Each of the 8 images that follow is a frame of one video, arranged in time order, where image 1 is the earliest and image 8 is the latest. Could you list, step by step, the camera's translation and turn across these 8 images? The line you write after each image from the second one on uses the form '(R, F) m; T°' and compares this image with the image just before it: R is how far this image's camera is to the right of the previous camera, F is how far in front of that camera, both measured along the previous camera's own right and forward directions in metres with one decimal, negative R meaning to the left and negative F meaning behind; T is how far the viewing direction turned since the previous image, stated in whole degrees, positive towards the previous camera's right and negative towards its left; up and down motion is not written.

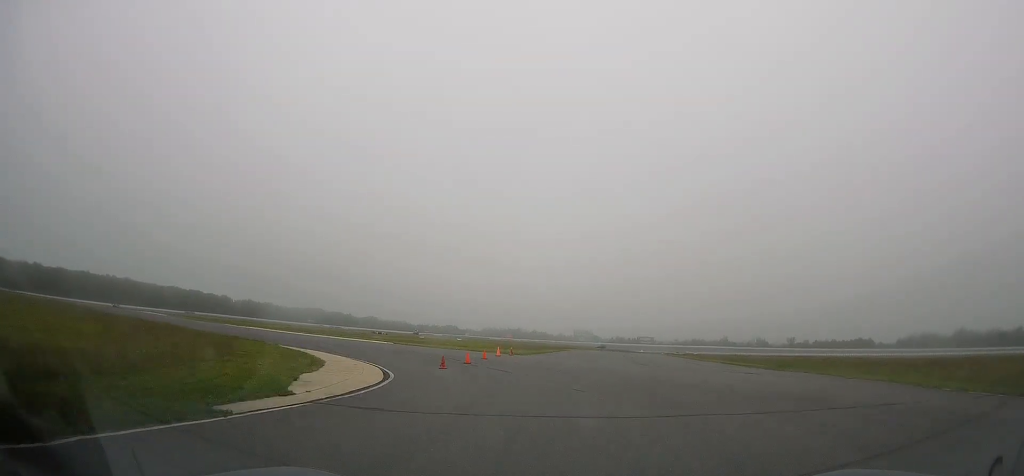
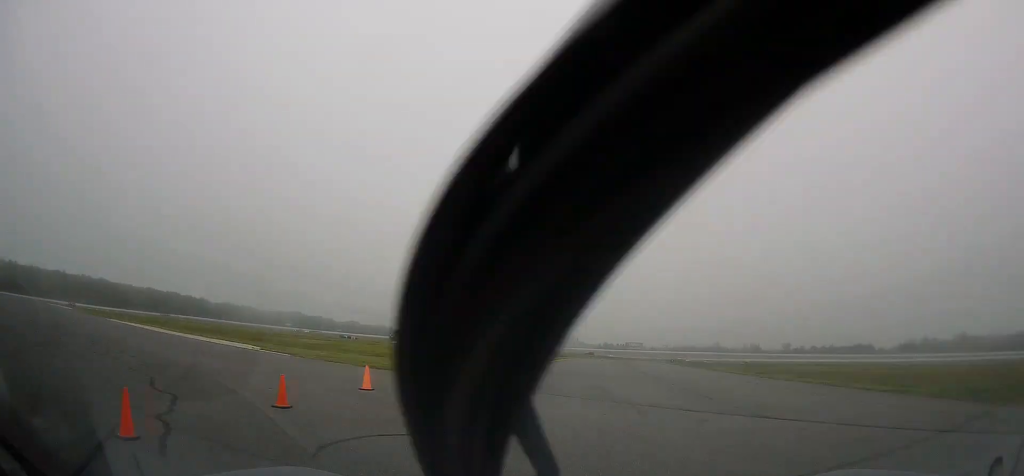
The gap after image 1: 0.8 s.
(+0.3, +18.2) m; +2°
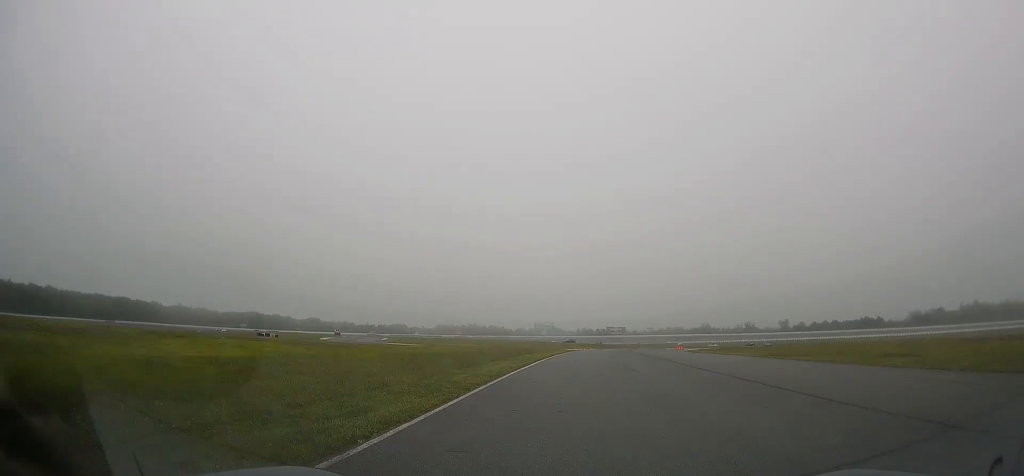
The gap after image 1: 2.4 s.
(+0.9, +43.3) m; +2°
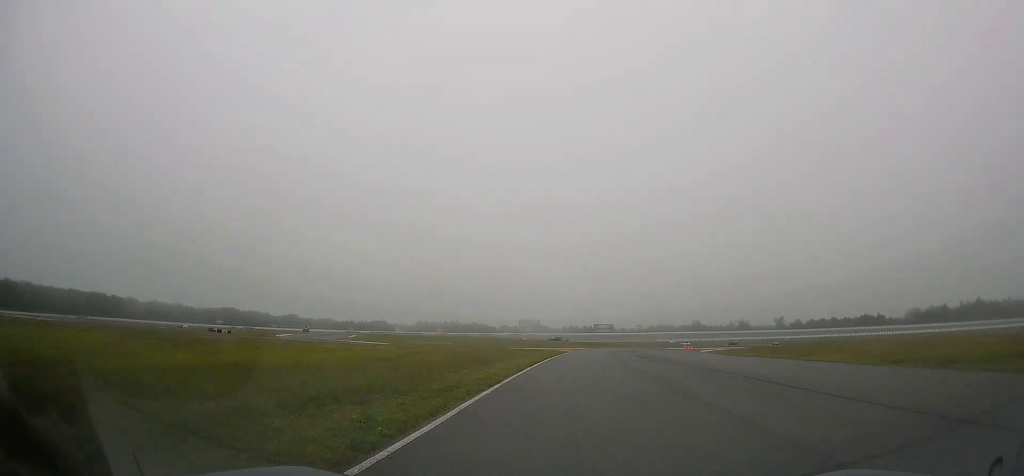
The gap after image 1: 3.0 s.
(+0.3, +18.0) m; +1°
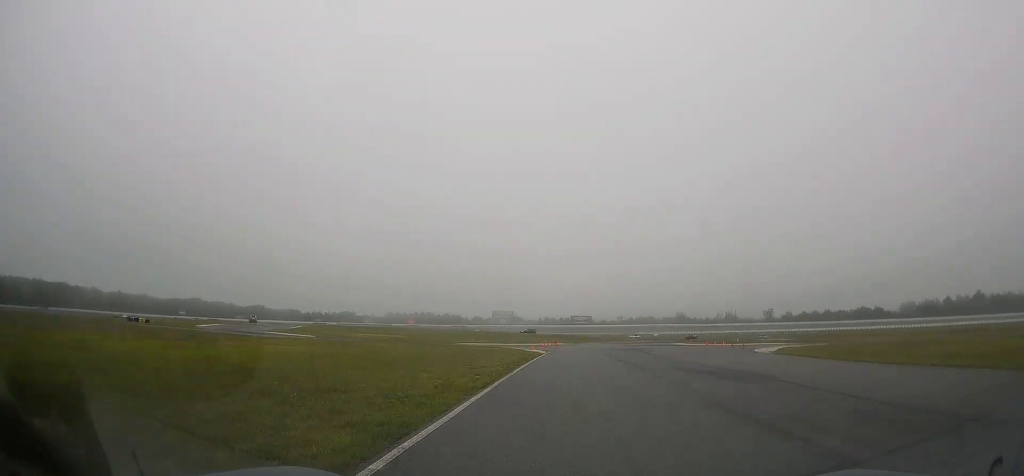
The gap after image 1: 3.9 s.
(+0.4, +24.9) m; +2°
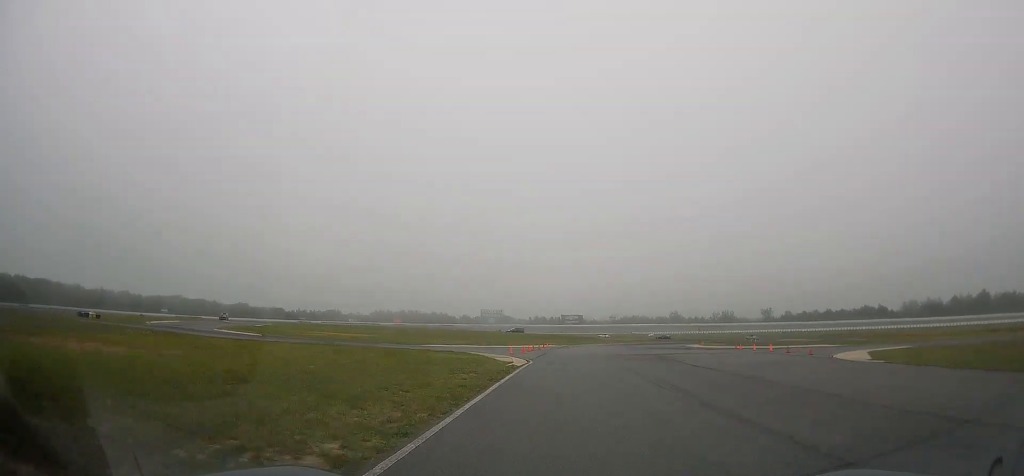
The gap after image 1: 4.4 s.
(0.0, +14.3) m; +1°
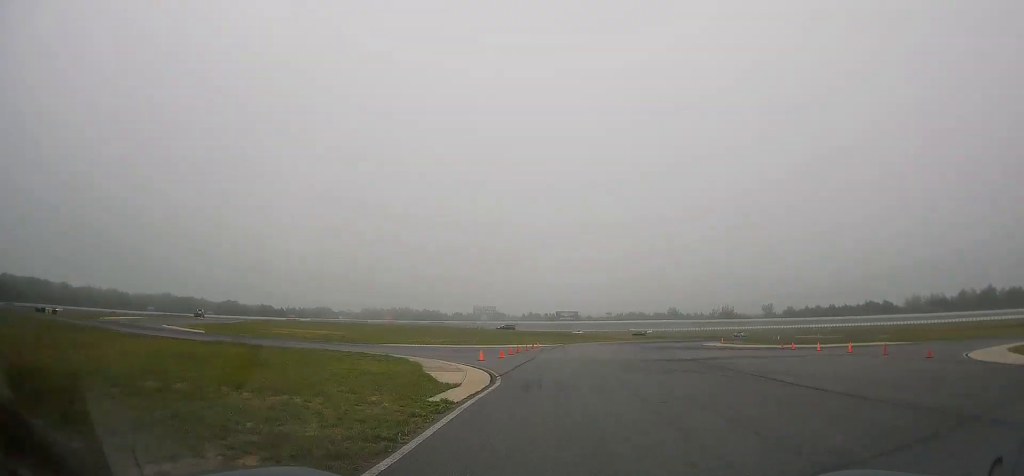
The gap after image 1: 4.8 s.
(+0.2, +12.1) m; +2°
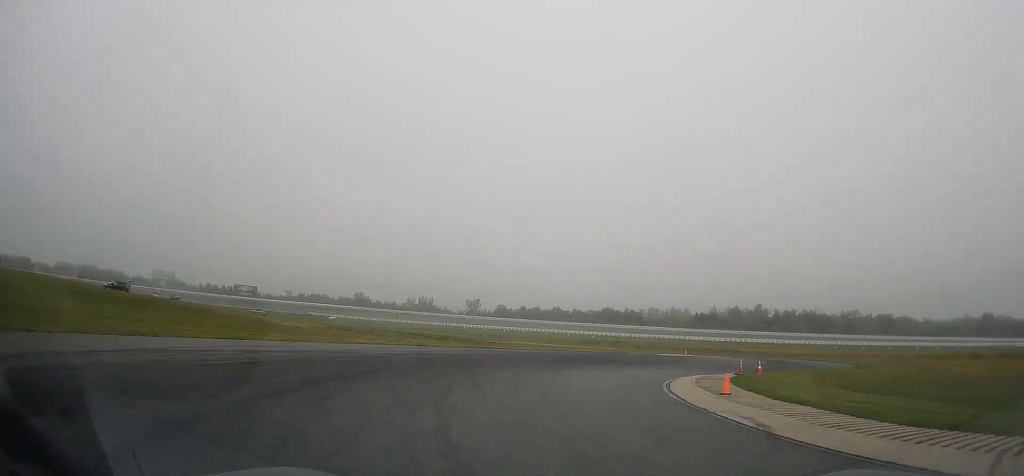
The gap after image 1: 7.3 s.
(+10.0, +57.3) m; +32°
